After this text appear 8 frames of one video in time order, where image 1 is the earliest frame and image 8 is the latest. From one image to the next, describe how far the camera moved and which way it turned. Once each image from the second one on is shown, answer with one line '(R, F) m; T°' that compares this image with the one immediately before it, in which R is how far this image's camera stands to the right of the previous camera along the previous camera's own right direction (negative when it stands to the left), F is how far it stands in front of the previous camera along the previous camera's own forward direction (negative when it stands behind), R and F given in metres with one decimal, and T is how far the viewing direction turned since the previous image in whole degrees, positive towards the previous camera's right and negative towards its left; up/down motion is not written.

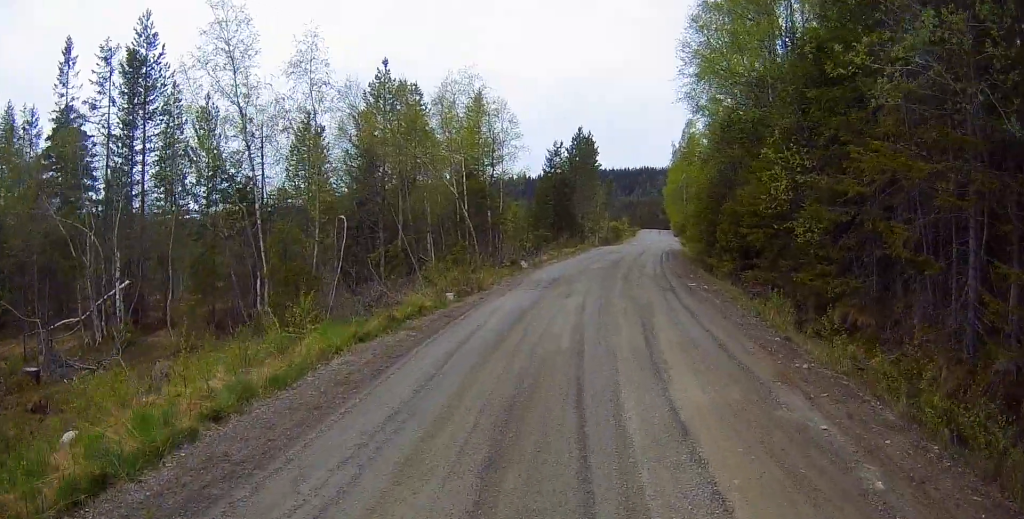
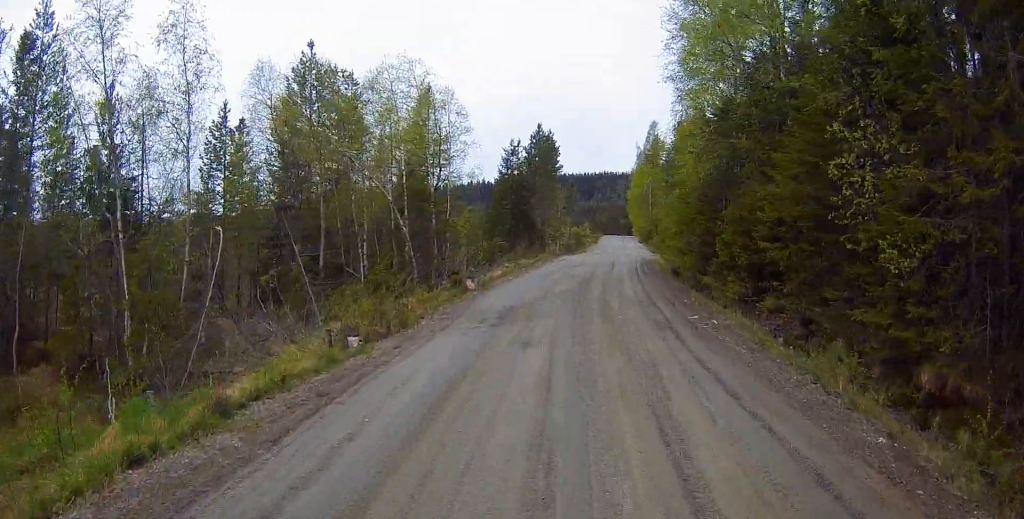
(+0.1, +5.0) m; +5°
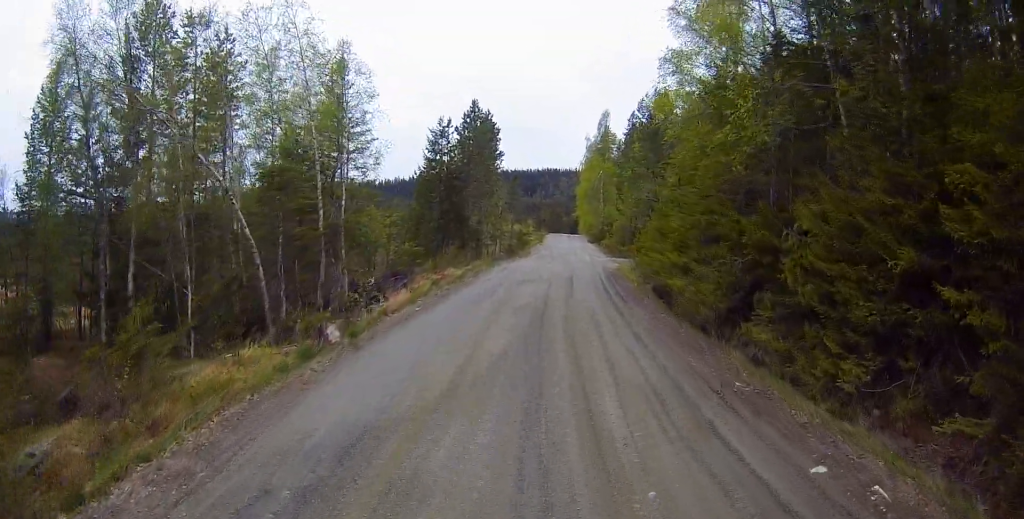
(+0.6, +8.3) m; +5°
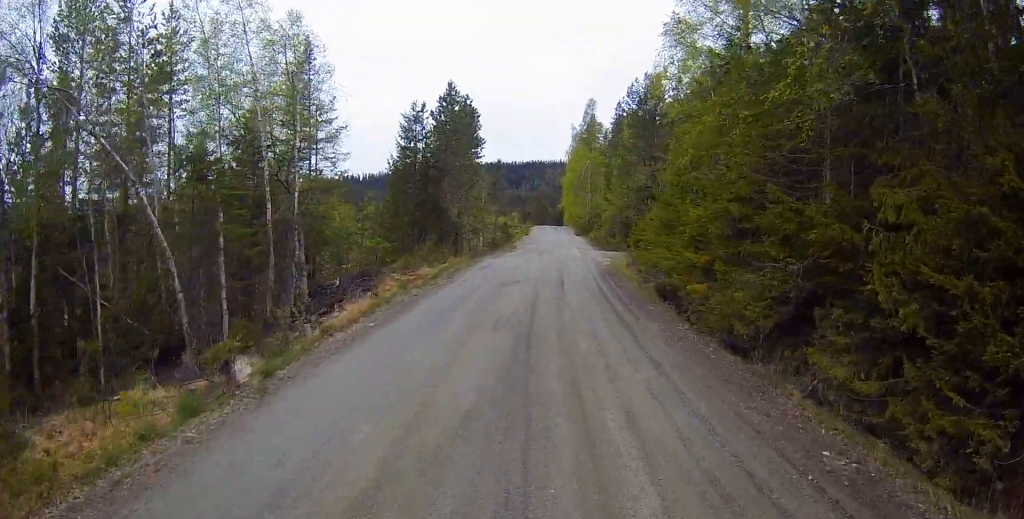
(0.0, +3.1) m; 0°
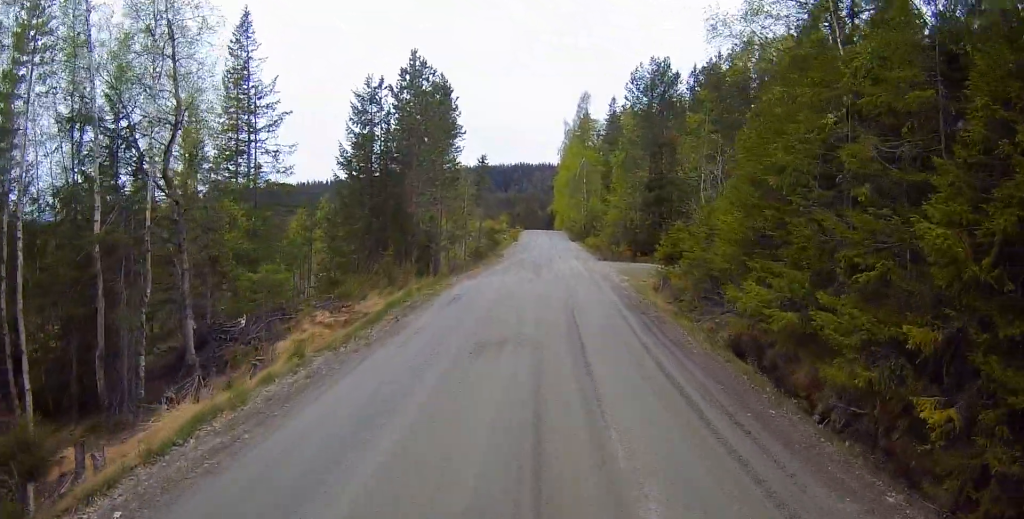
(0.0, +7.5) m; 0°
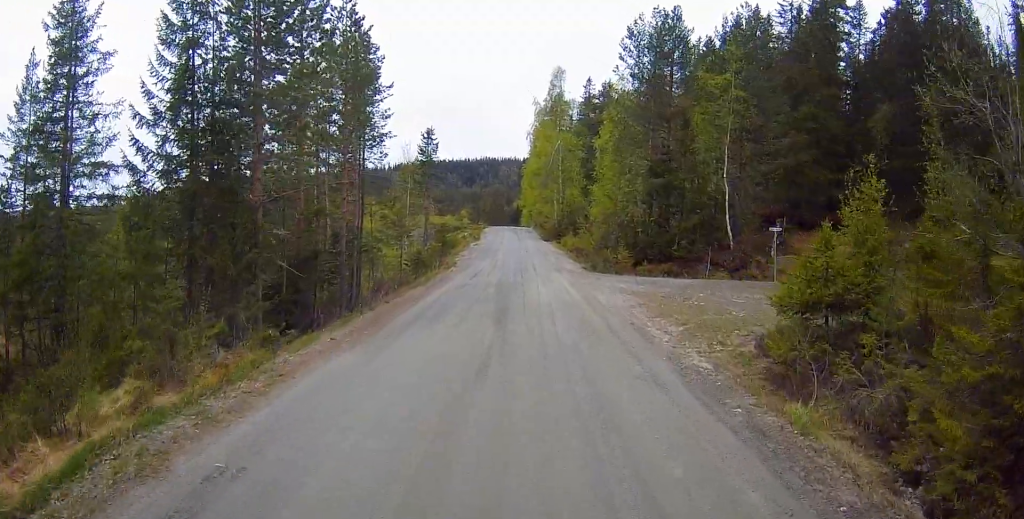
(+0.1, +12.6) m; +4°
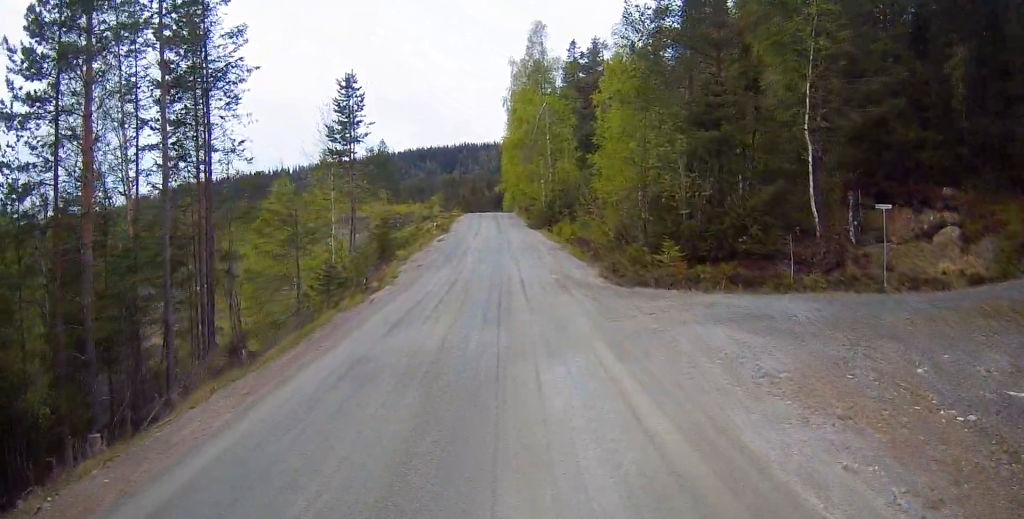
(+0.1, +12.8) m; 0°
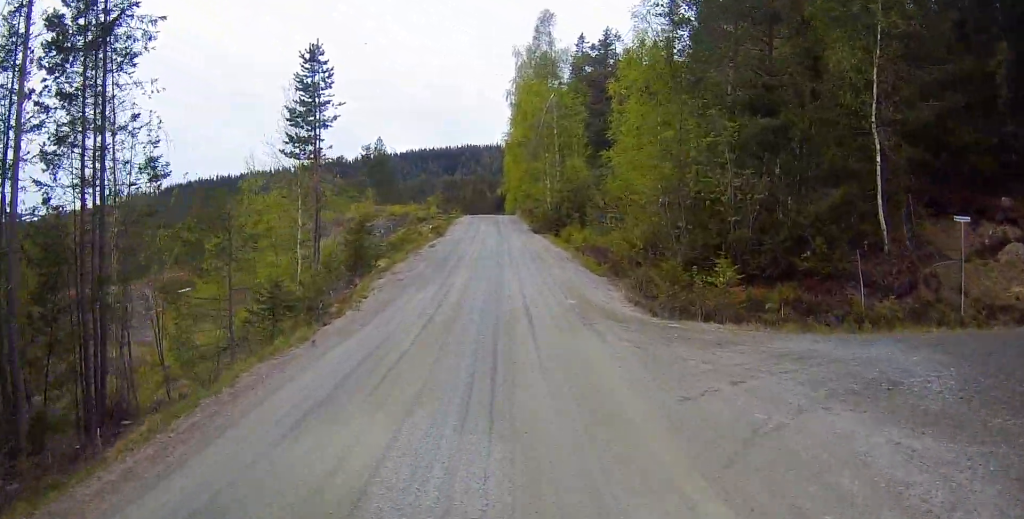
(+0.1, +4.9) m; 0°
